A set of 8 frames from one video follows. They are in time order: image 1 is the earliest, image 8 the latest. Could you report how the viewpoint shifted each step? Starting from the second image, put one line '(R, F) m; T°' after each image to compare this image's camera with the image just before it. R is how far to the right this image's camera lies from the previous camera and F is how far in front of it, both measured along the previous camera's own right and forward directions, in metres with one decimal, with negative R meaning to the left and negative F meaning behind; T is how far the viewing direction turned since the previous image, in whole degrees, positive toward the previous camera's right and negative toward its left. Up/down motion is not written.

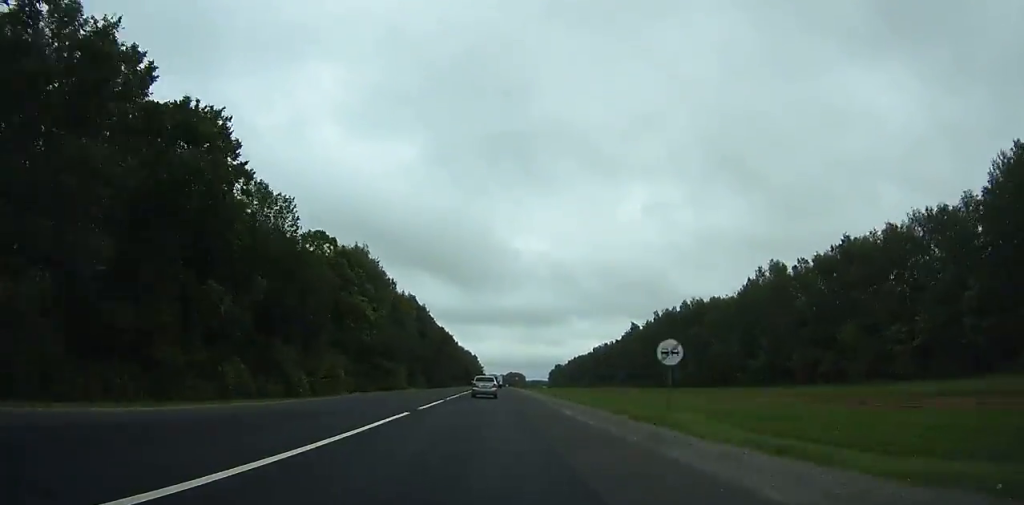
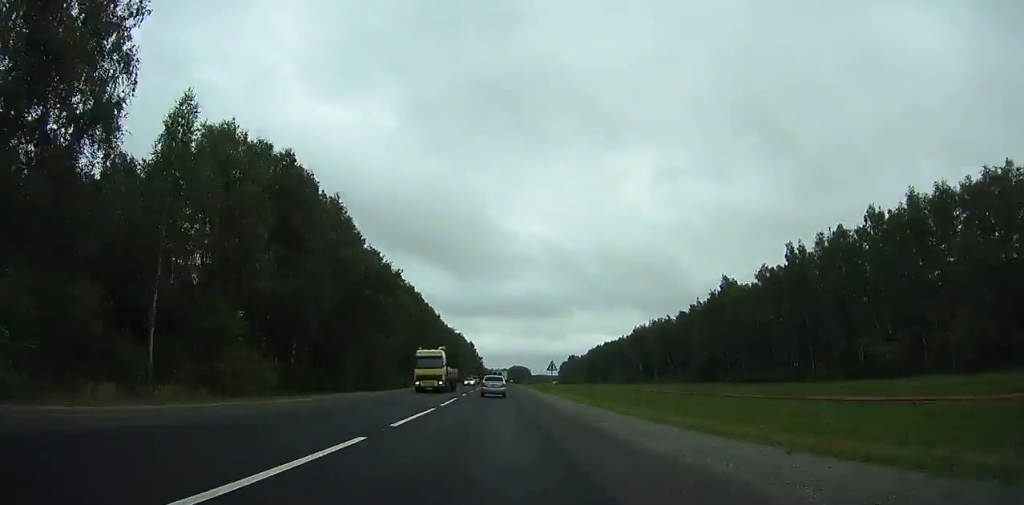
(-0.5, +90.2) m; 0°
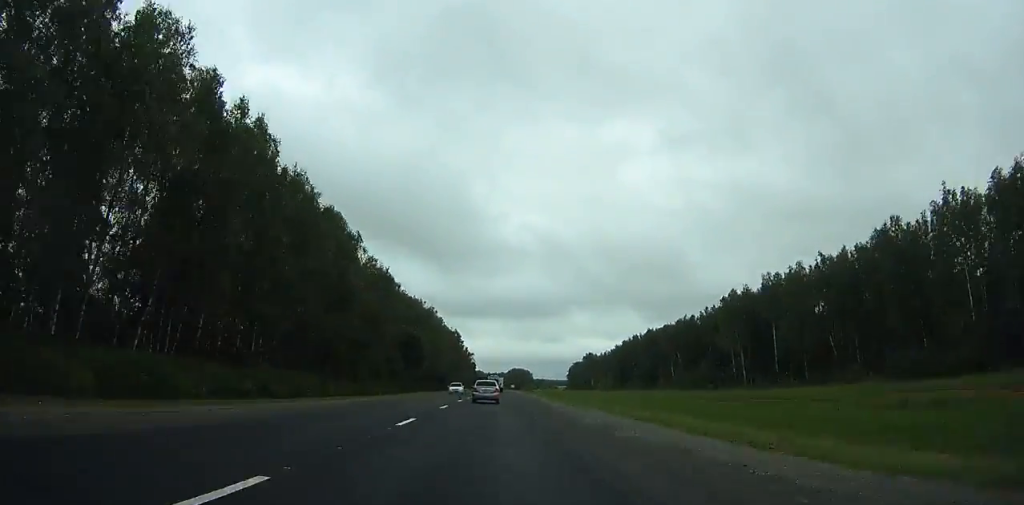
(+0.3, +97.0) m; 0°
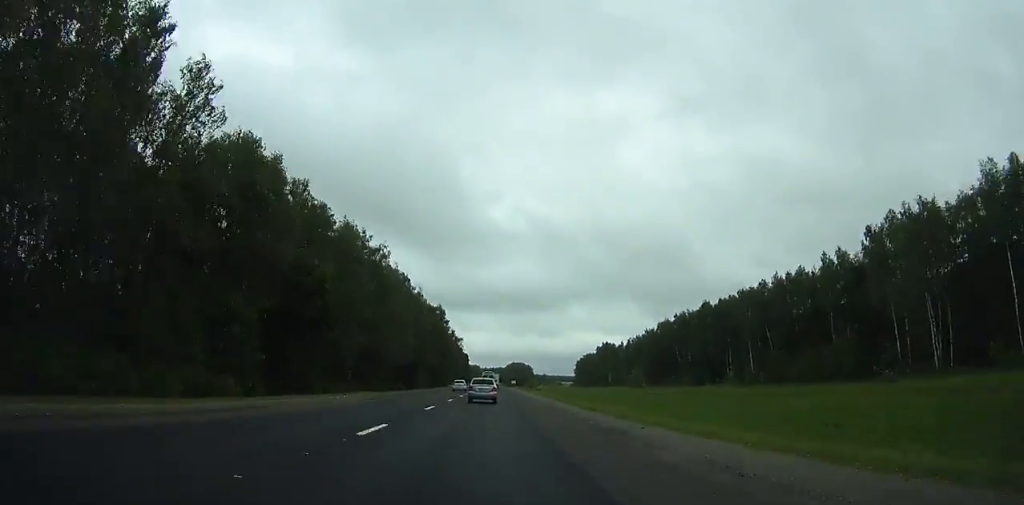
(+0.2, +63.8) m; +3°
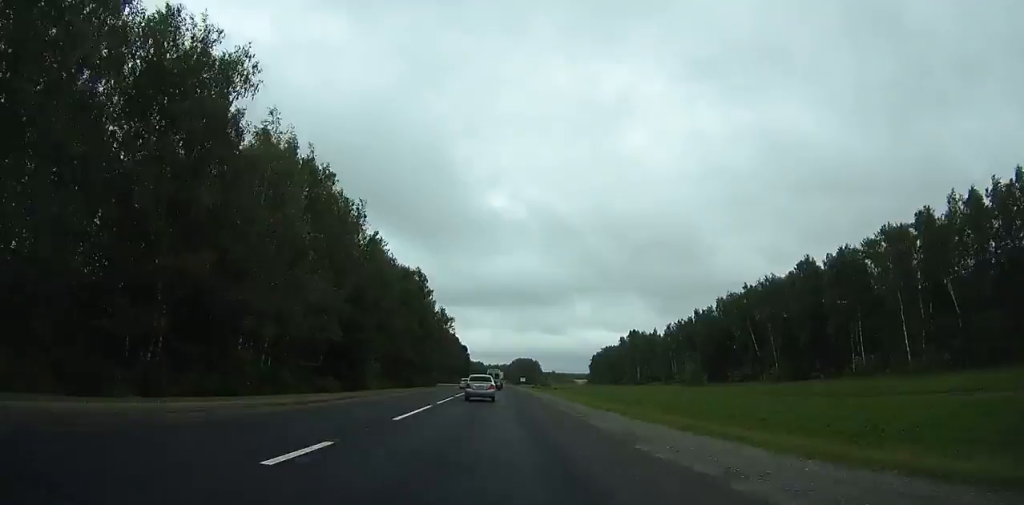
(-0.9, +52.2) m; +6°
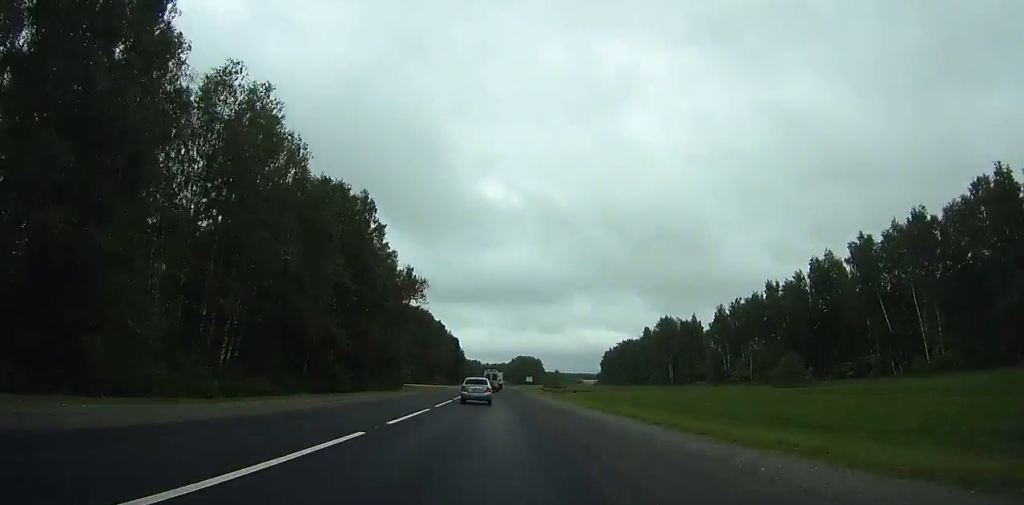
(+8.2, +49.3) m; -6°
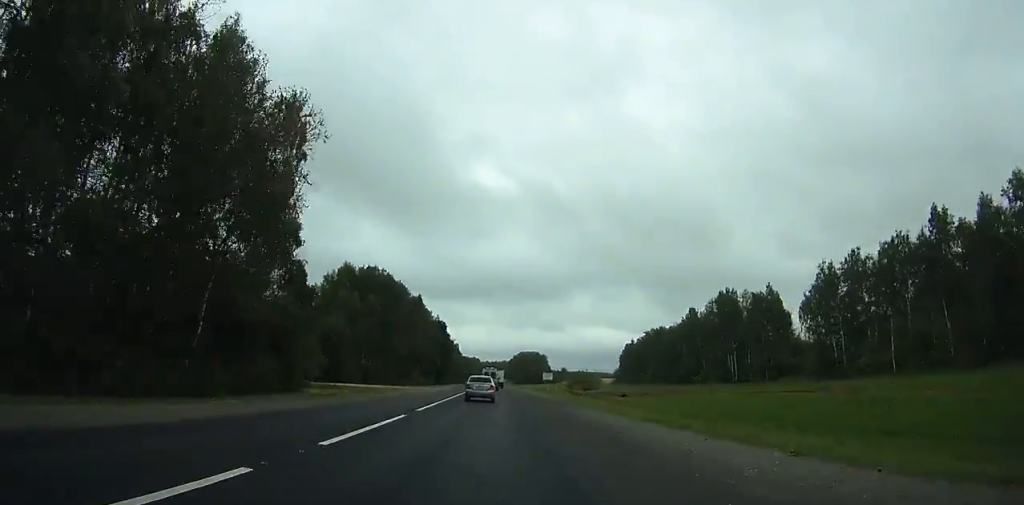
(-9.6, +52.3) m; -7°
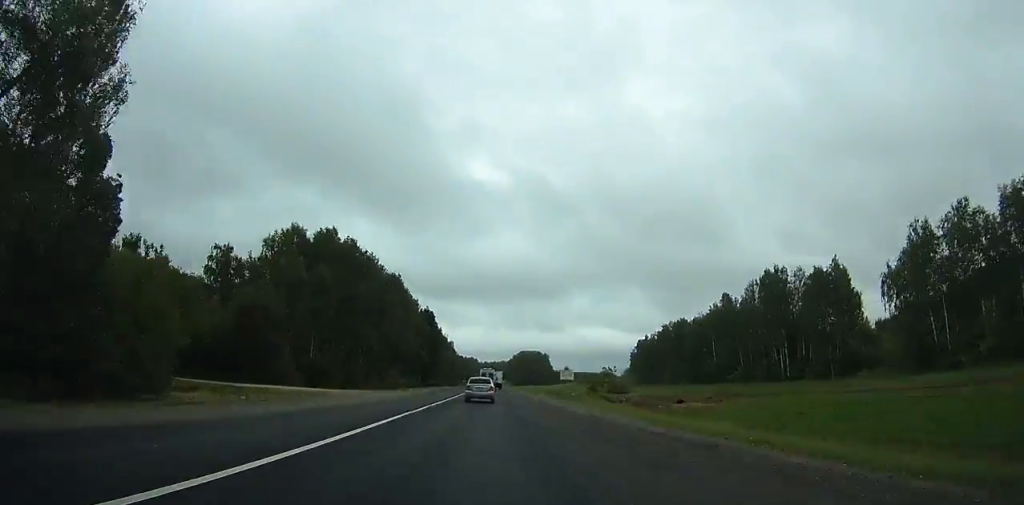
(-5.0, +29.2) m; -3°
